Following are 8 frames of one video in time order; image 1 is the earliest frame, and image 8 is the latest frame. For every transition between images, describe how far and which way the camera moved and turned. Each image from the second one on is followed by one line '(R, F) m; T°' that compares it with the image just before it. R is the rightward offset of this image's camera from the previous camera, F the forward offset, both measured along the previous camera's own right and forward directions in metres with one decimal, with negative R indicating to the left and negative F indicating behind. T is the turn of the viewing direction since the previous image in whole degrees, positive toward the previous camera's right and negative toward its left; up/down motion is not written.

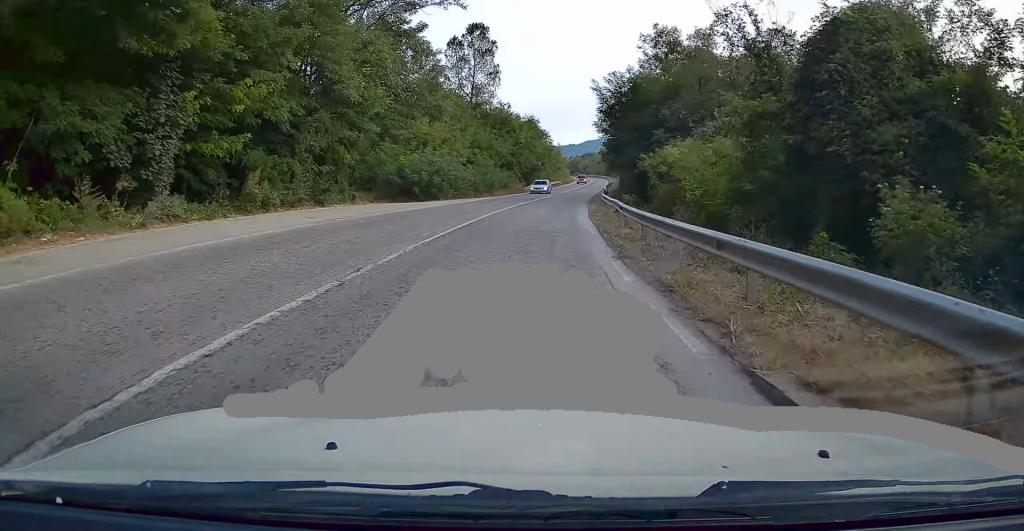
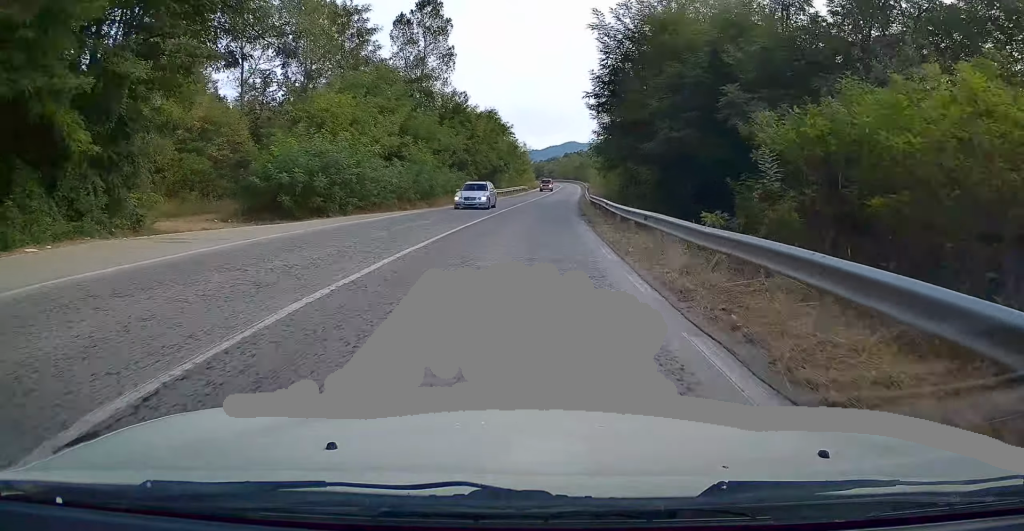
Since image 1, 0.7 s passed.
(+0.5, +18.0) m; +4°
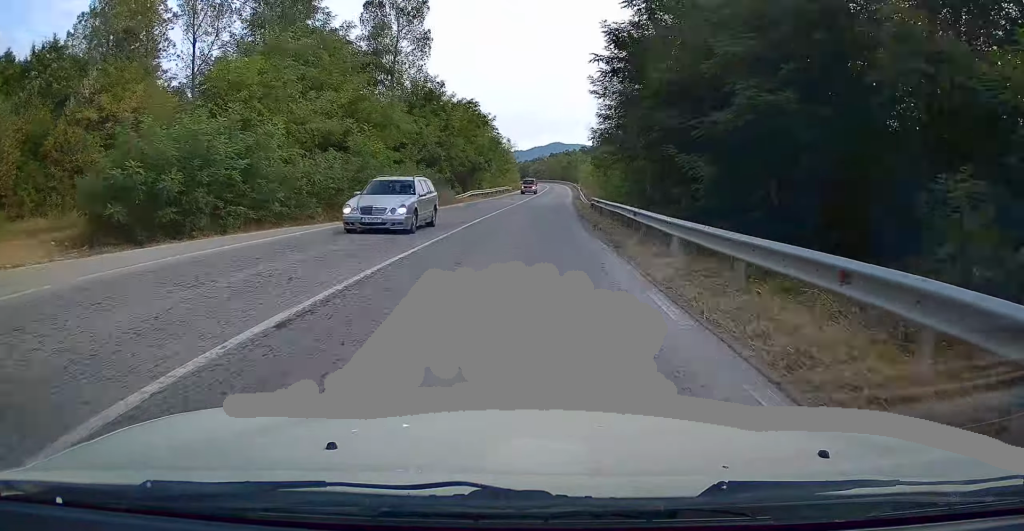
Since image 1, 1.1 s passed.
(+0.4, +9.8) m; +2°
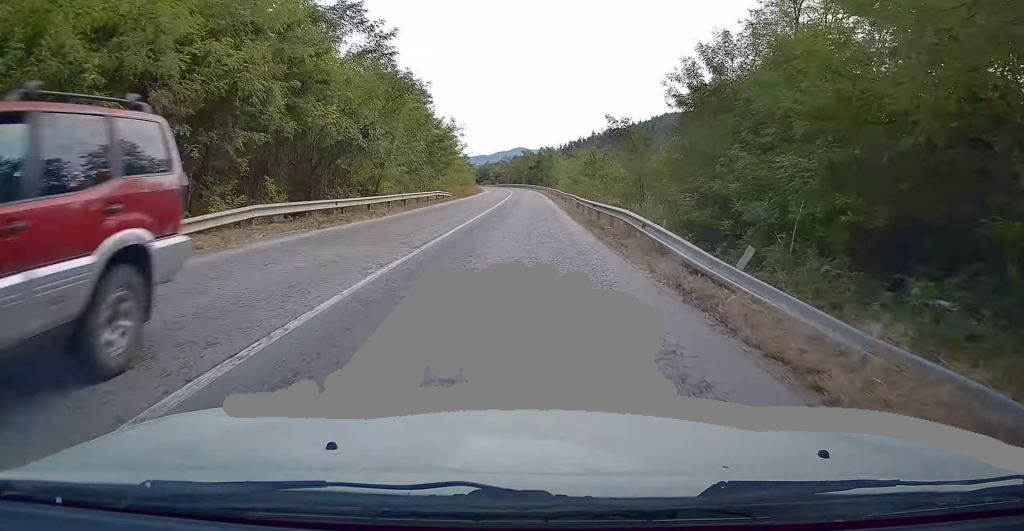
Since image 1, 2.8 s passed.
(+2.2, +39.9) m; +6°
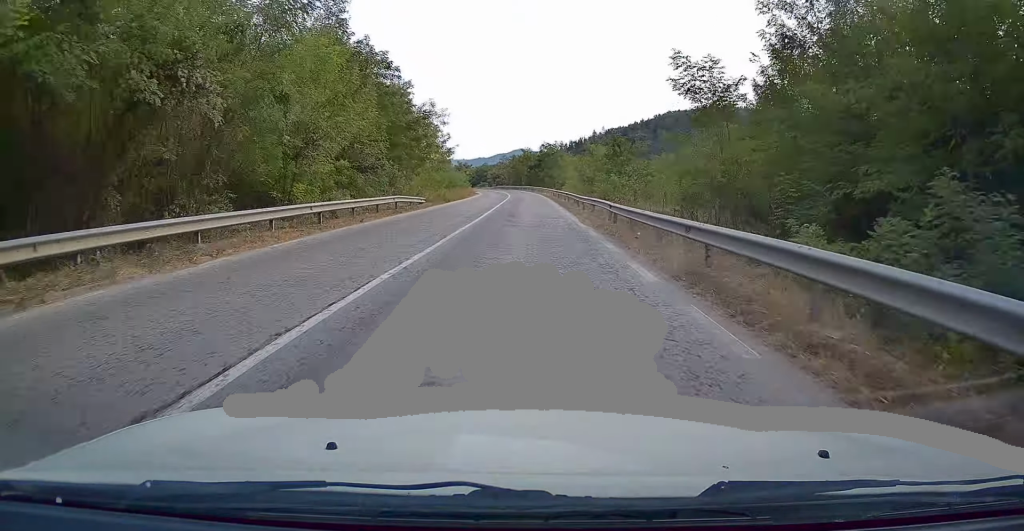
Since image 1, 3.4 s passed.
(+0.4, +15.2) m; +1°
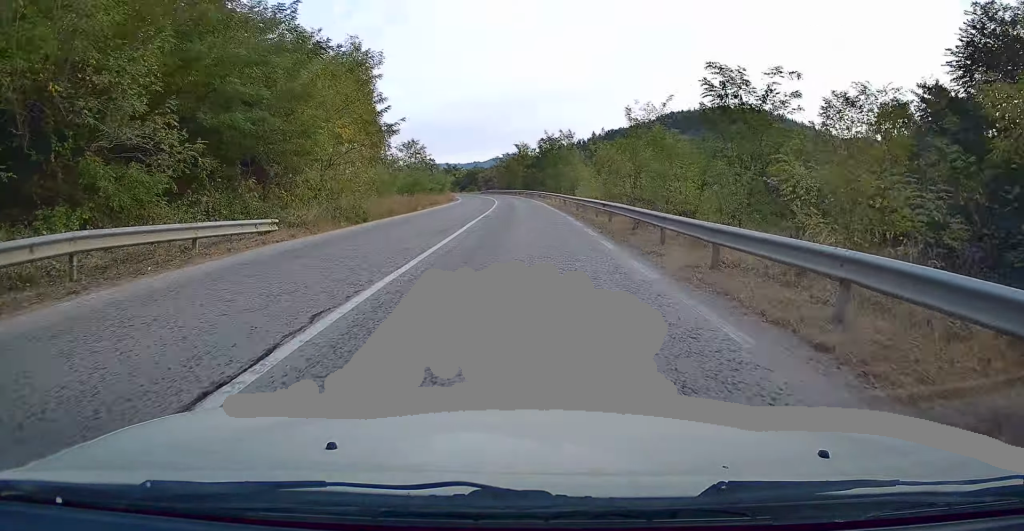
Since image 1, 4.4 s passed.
(+0.1, +24.6) m; +1°
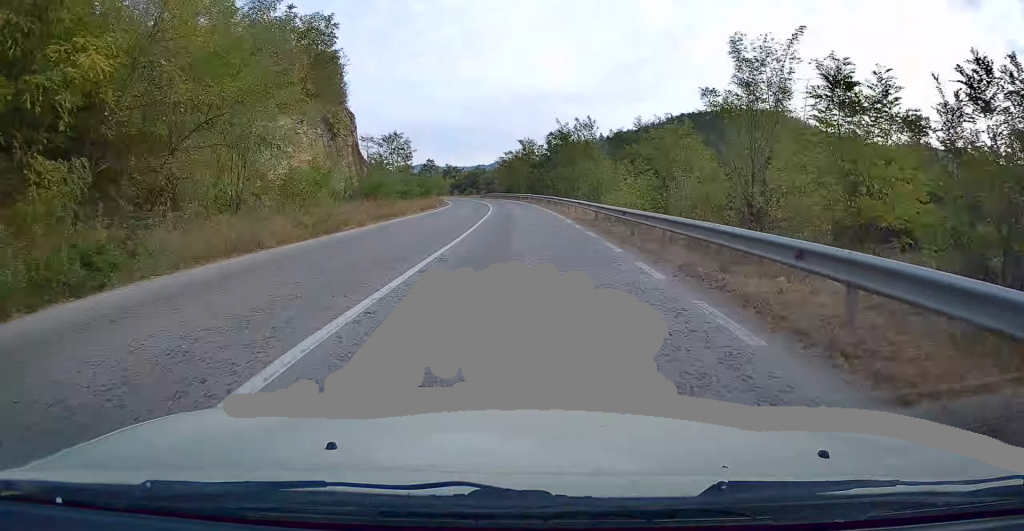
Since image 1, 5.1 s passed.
(+0.1, +16.4) m; 0°
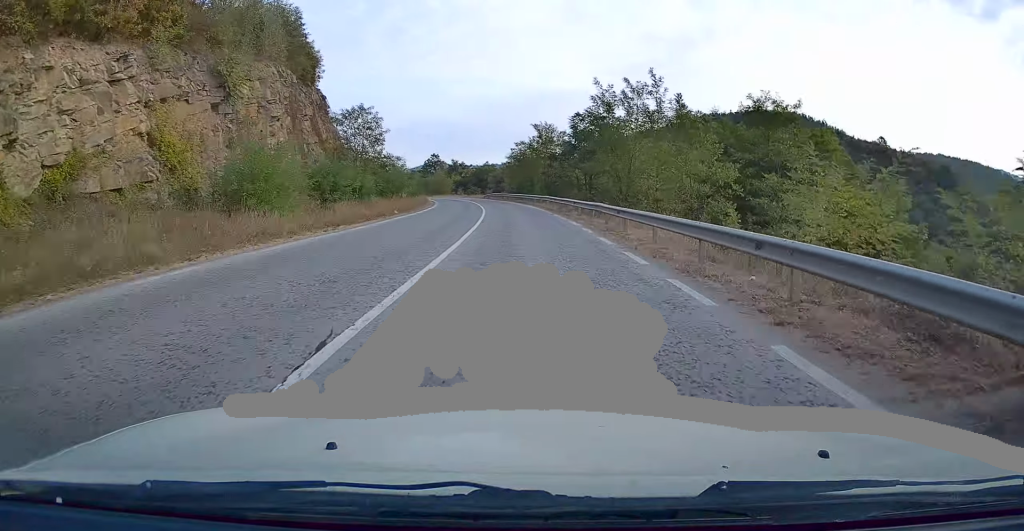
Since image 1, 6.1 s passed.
(+0.1, +22.6) m; 0°
